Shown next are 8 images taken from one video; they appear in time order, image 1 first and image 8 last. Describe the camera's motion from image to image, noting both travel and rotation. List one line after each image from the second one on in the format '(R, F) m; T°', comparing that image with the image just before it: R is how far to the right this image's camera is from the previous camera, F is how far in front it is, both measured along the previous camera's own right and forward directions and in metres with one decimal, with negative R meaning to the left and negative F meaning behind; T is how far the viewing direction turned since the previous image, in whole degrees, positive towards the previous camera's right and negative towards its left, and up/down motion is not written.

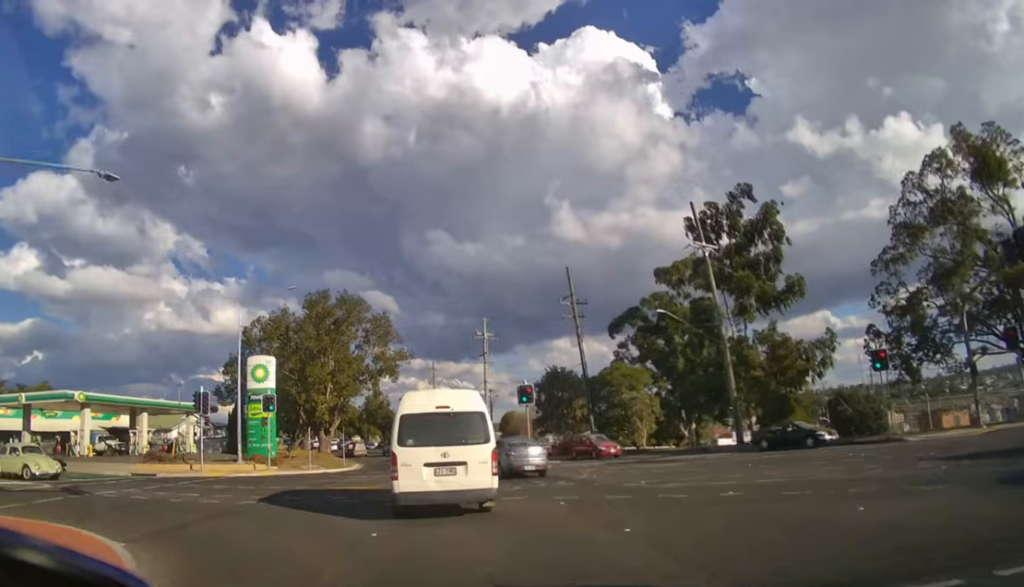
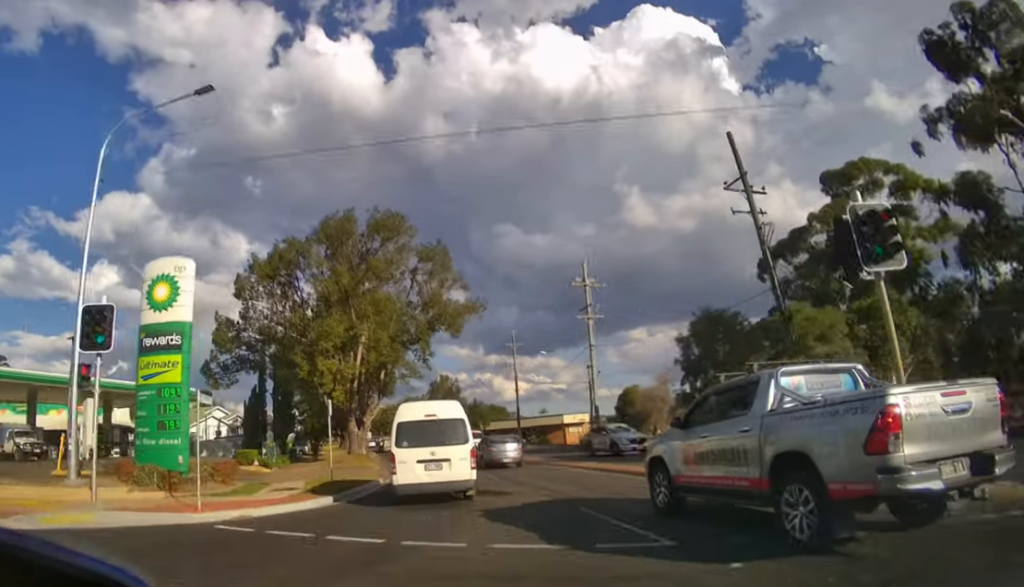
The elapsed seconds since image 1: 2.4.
(-1.2, +17.6) m; -7°
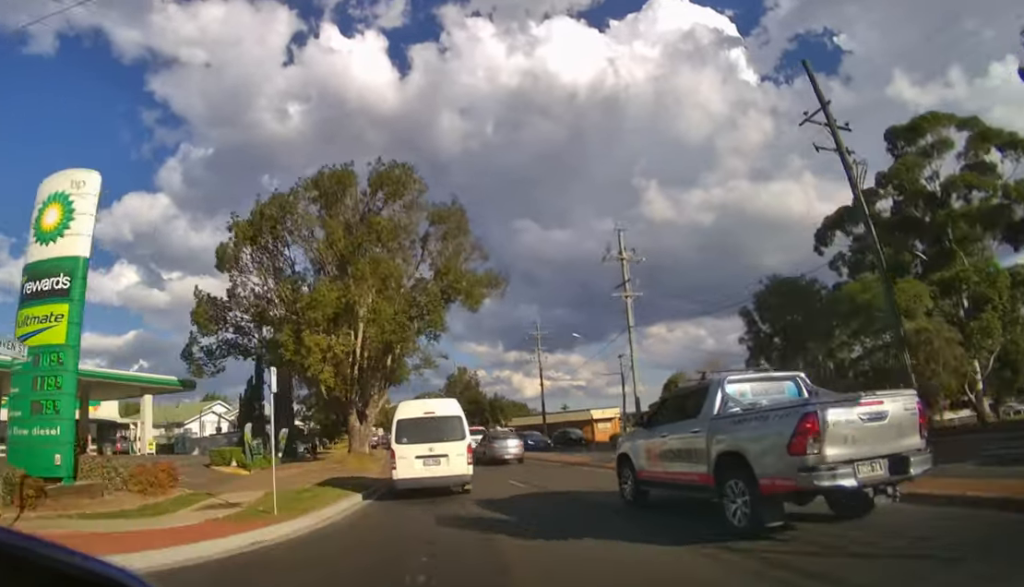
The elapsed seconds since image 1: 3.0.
(0.0, +5.7) m; -2°
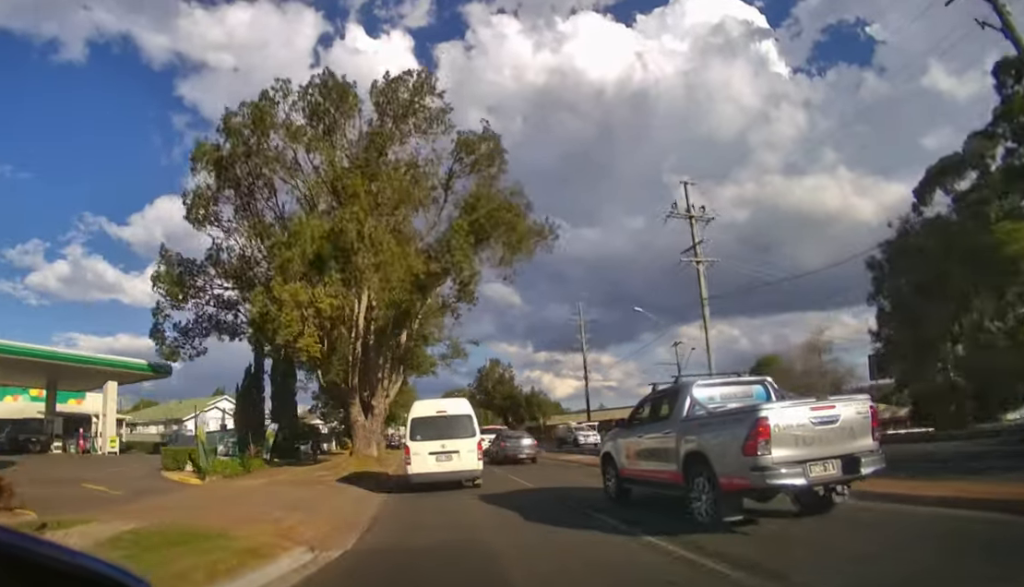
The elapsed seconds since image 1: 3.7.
(-0.2, +7.6) m; -3°
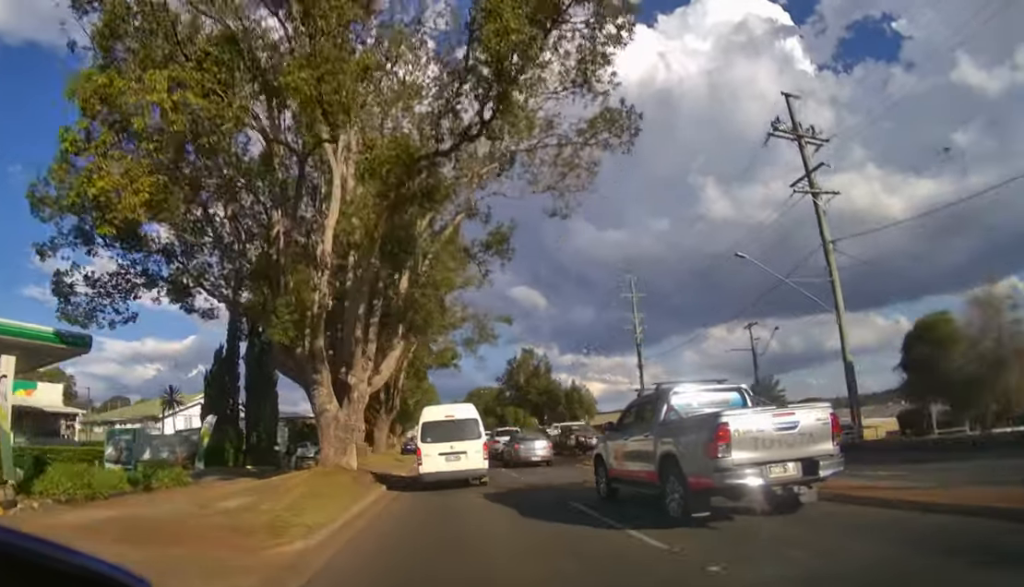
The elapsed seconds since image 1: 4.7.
(-0.4, +10.7) m; -3°
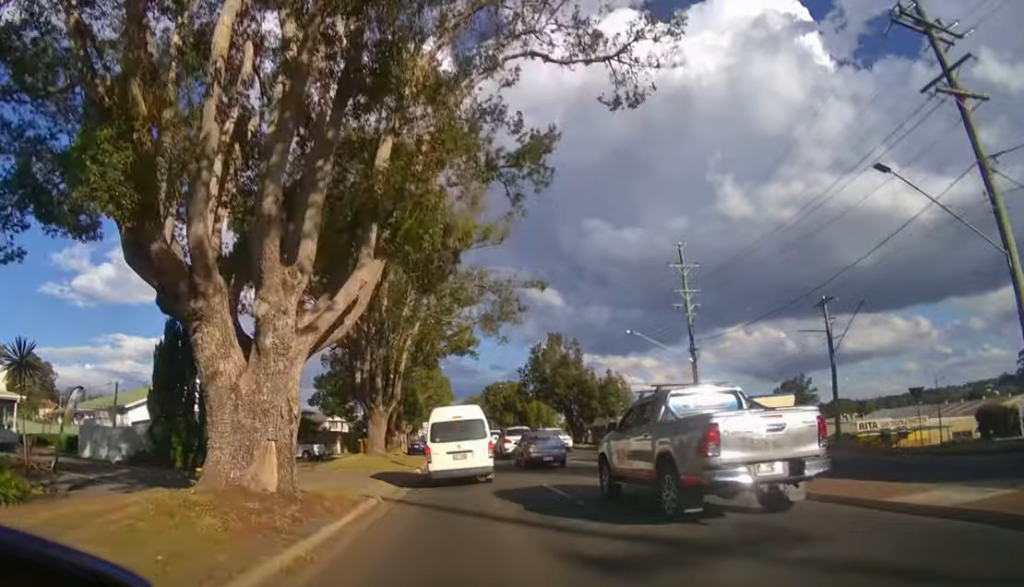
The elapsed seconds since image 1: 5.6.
(-0.2, +8.5) m; -1°
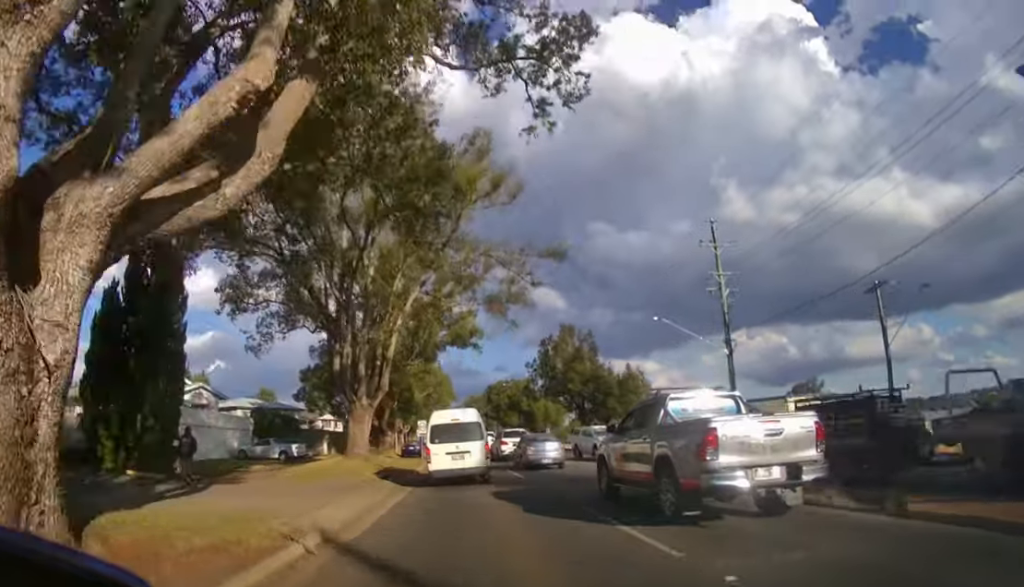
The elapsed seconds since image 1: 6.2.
(0.0, +6.1) m; -1°
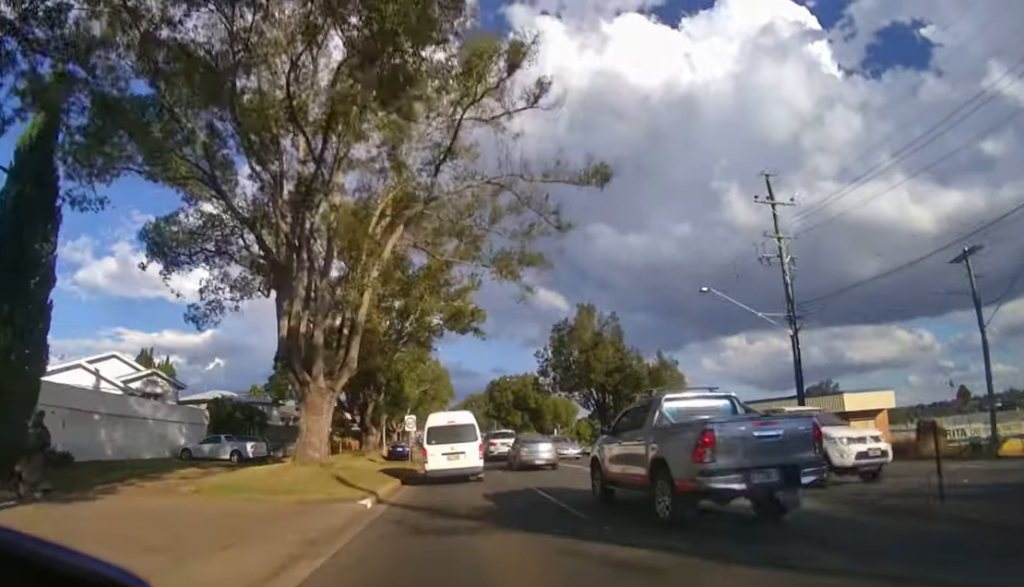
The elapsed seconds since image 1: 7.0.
(0.0, +8.4) m; 0°
